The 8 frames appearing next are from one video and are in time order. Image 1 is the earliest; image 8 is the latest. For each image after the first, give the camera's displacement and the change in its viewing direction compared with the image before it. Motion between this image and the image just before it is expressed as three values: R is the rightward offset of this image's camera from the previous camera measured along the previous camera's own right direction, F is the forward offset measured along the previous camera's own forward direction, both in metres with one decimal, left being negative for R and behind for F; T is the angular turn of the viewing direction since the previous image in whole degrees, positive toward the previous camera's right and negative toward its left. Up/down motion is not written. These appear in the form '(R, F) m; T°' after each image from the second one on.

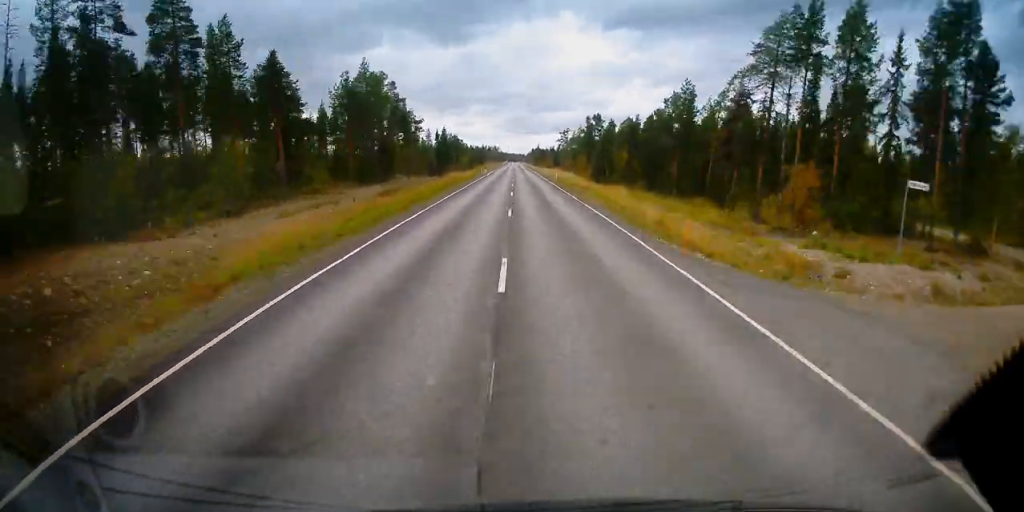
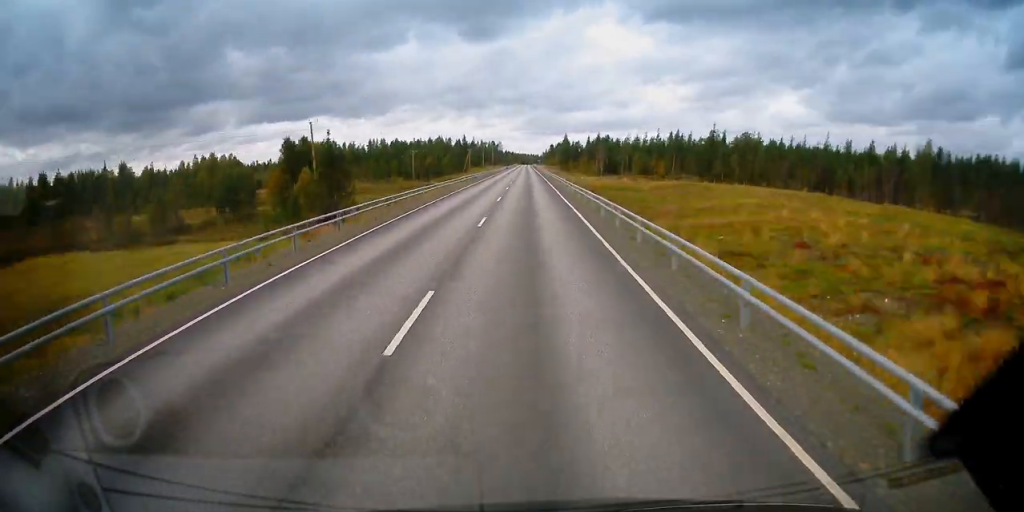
(-1.3, +193.3) m; 0°
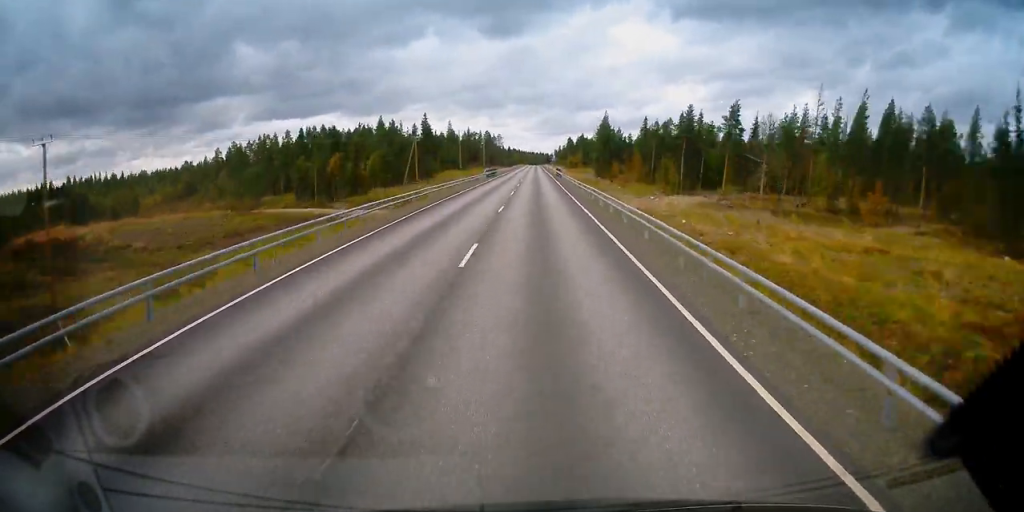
(-0.1, +102.4) m; 0°
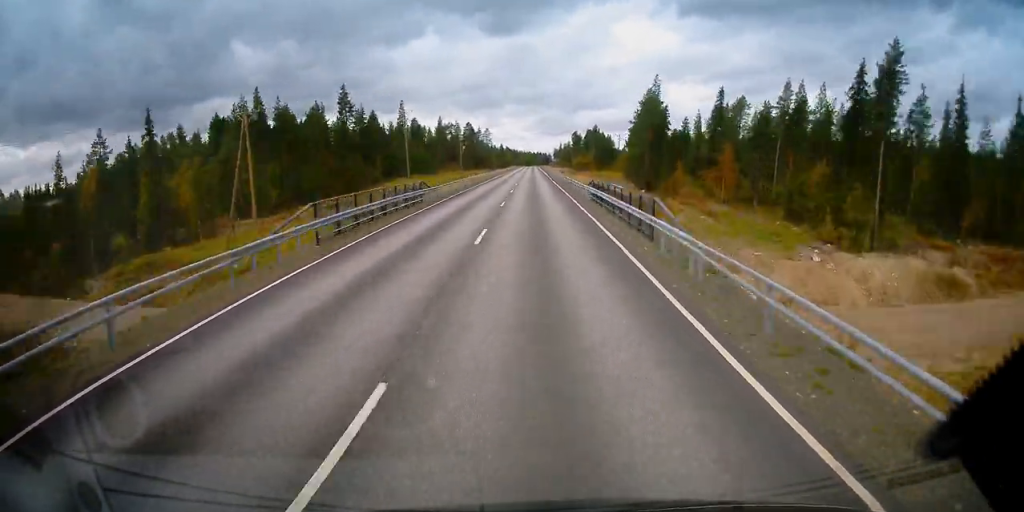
(-0.6, +57.5) m; 0°
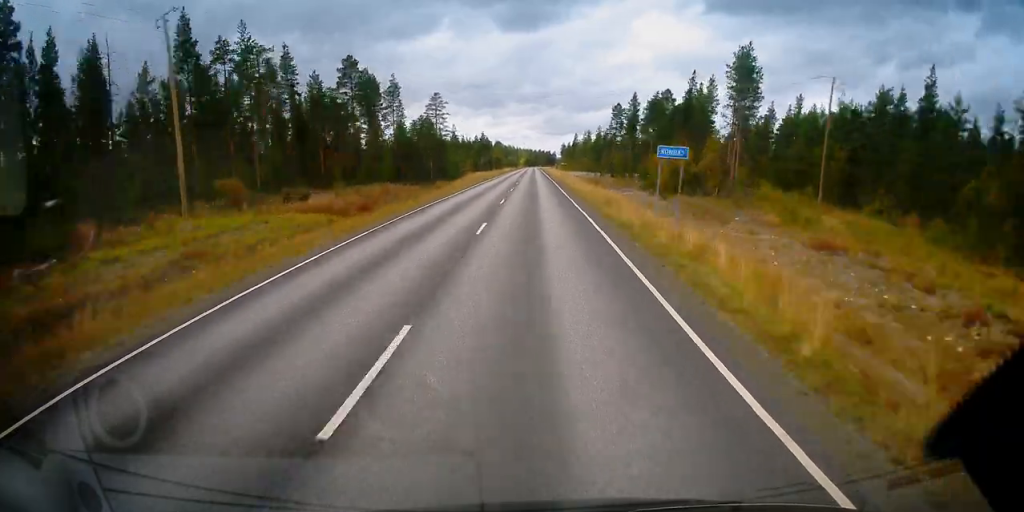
(+0.4, +118.0) m; 0°
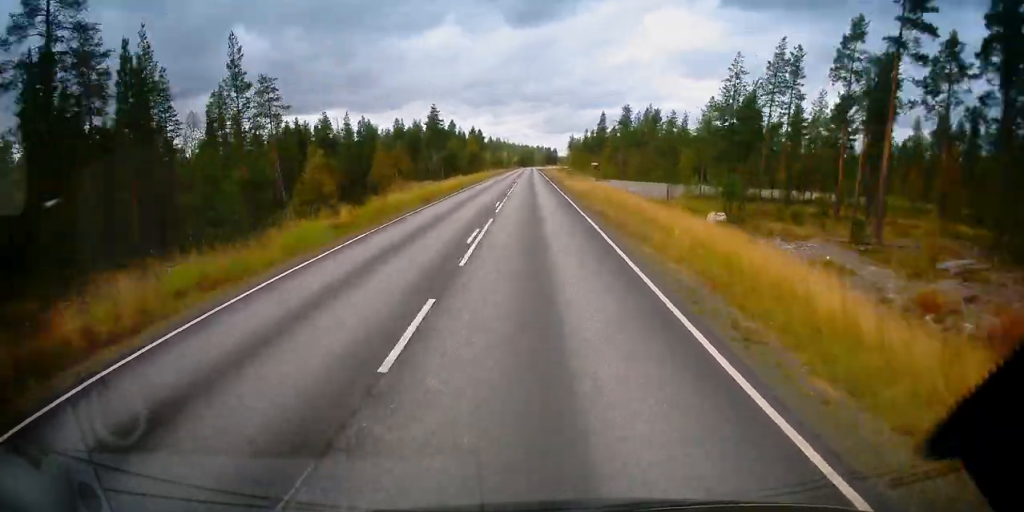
(-0.4, +94.4) m; 0°
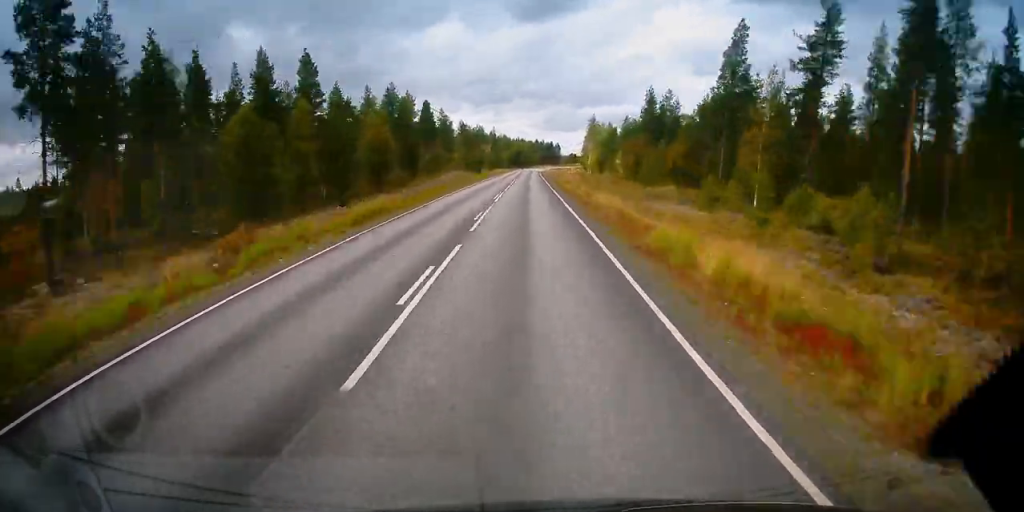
(0.0, +88.2) m; +1°
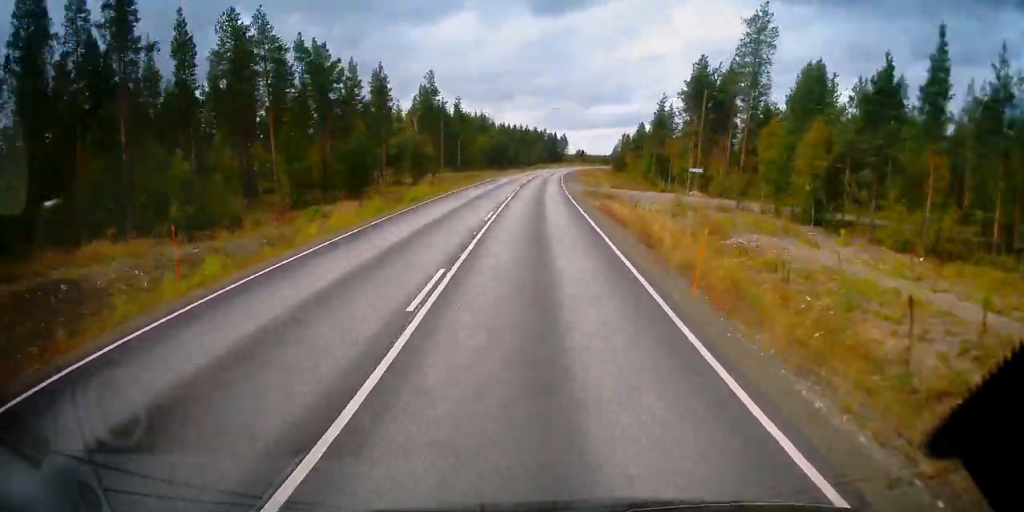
(+0.9, +108.8) m; +2°
